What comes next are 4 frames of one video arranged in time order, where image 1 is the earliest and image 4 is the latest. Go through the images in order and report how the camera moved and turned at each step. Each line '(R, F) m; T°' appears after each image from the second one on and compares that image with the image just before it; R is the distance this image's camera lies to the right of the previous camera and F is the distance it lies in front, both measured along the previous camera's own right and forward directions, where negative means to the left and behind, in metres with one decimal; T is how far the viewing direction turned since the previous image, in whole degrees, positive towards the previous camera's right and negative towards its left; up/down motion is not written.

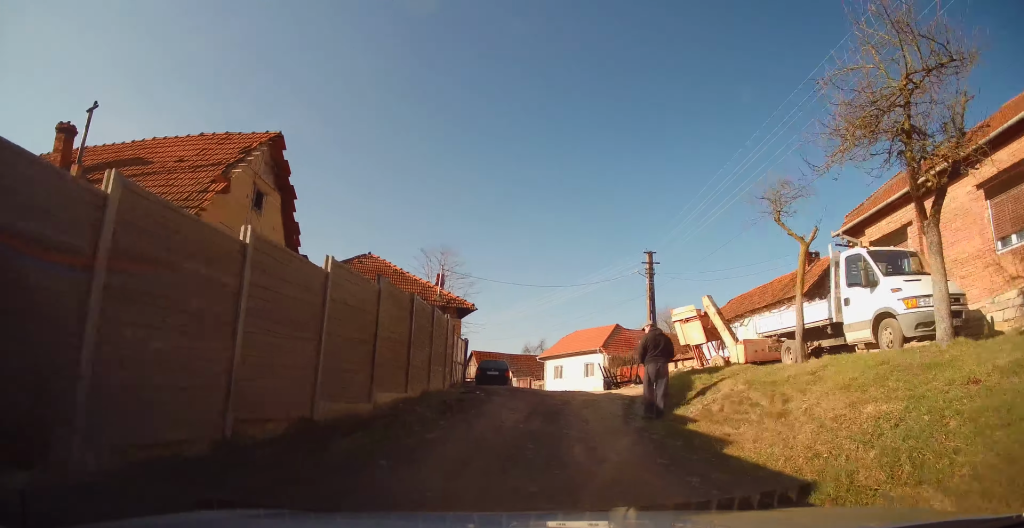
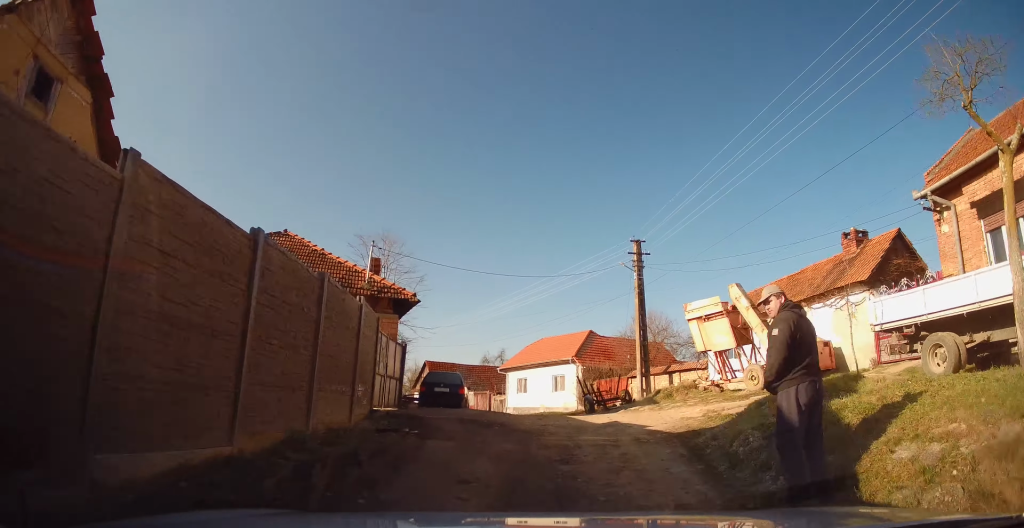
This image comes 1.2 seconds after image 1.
(+0.3, +6.1) m; +4°
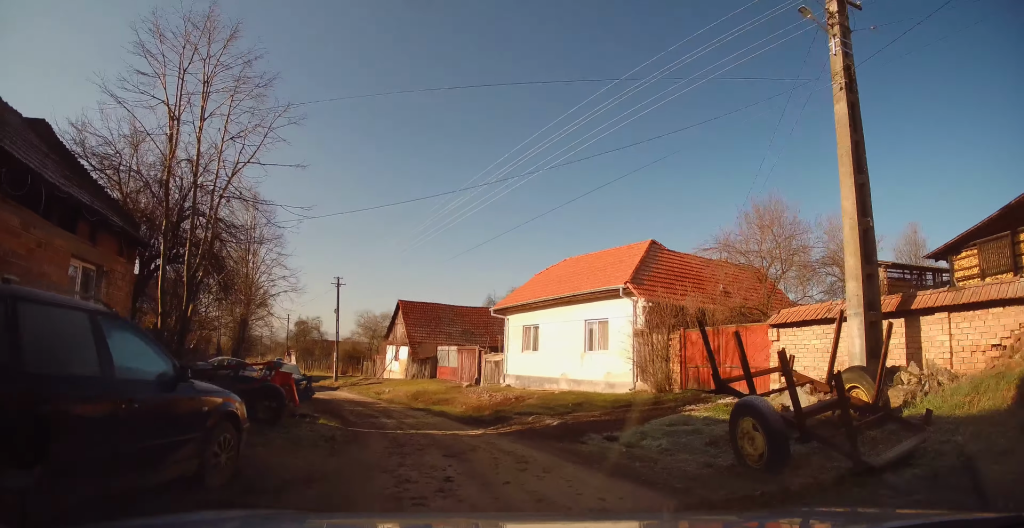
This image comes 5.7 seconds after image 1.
(+1.0, +19.0) m; 0°
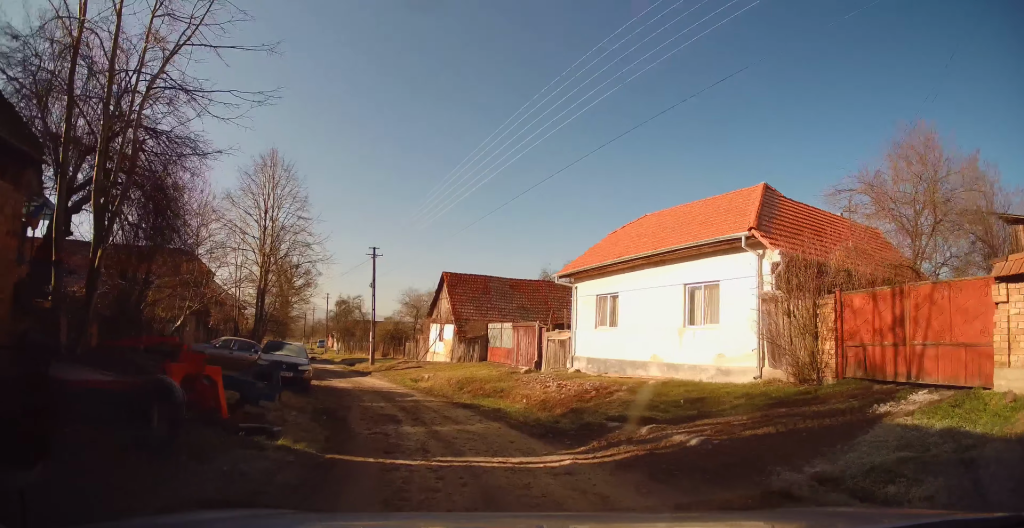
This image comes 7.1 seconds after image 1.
(-0.2, +5.1) m; -14°
